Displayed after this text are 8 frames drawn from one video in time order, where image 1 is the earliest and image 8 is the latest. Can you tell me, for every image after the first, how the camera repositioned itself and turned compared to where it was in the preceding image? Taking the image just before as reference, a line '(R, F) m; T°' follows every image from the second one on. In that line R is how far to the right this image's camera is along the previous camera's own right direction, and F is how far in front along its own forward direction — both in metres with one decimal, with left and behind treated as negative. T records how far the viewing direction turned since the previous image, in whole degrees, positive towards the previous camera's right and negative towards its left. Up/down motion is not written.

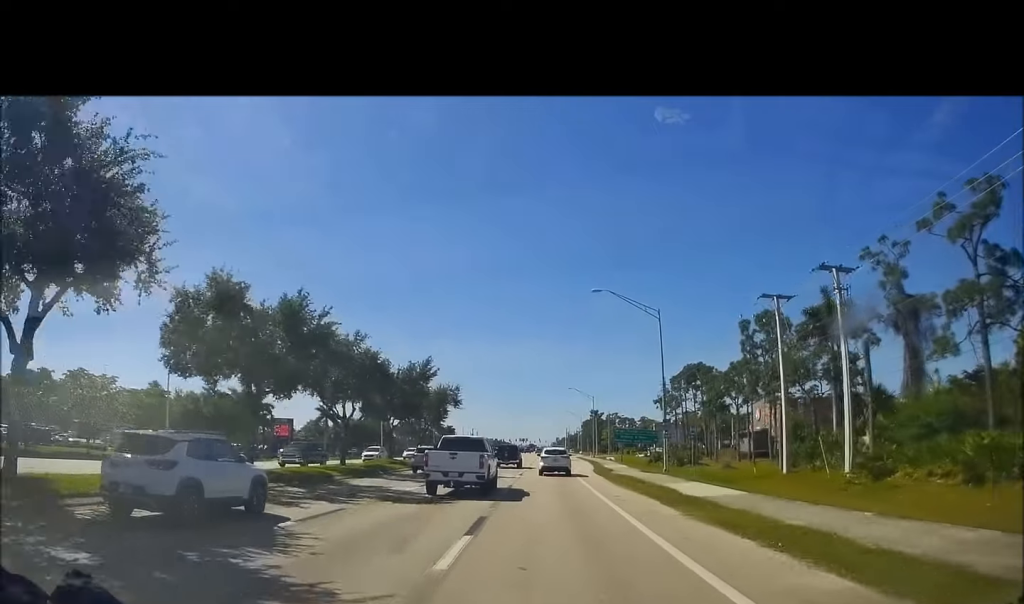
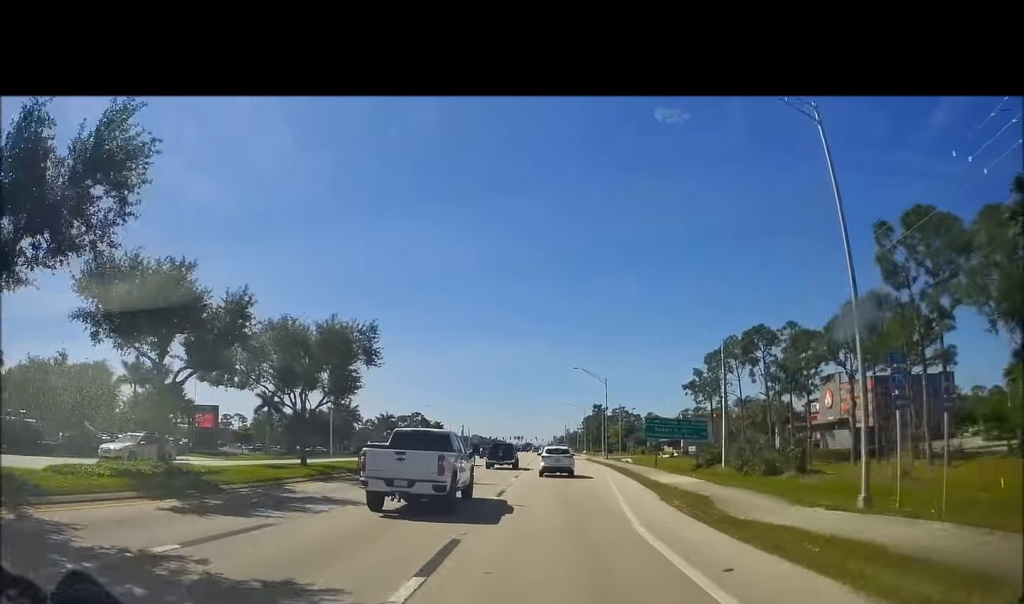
(-0.5, +29.0) m; -1°
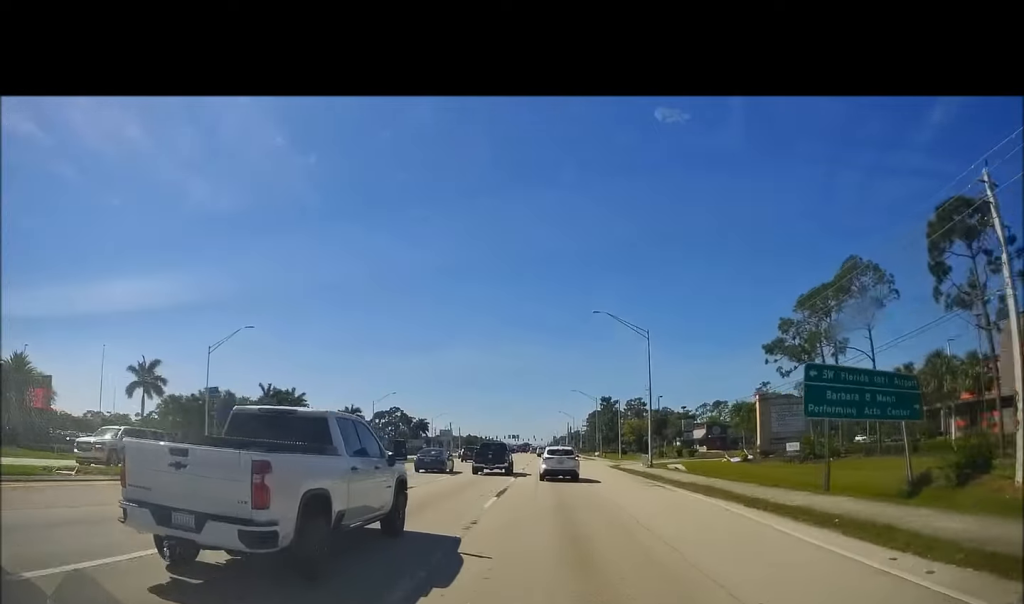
(+0.8, +36.8) m; 0°
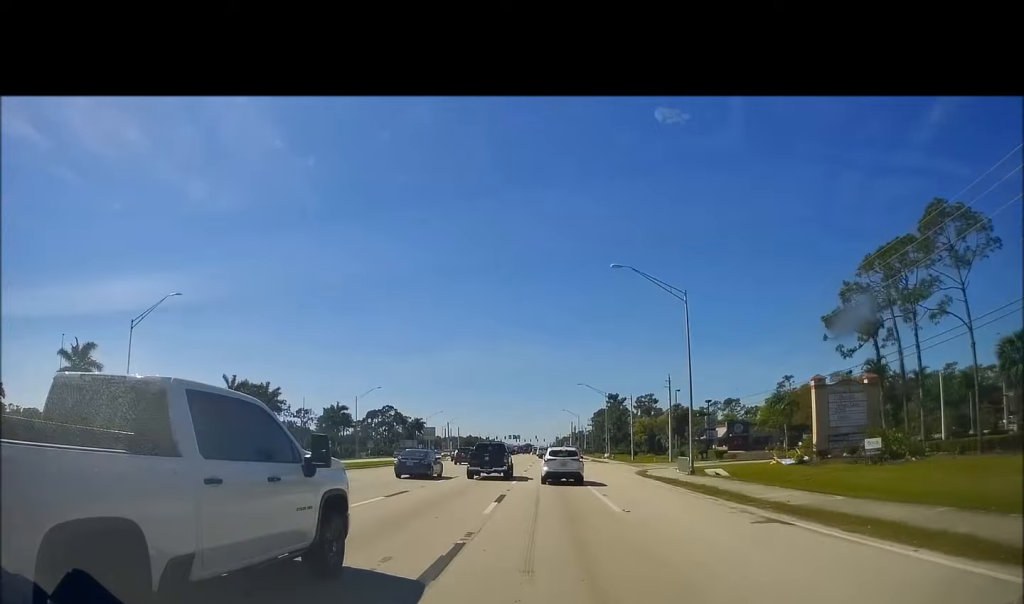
(-0.1, +12.8) m; 0°
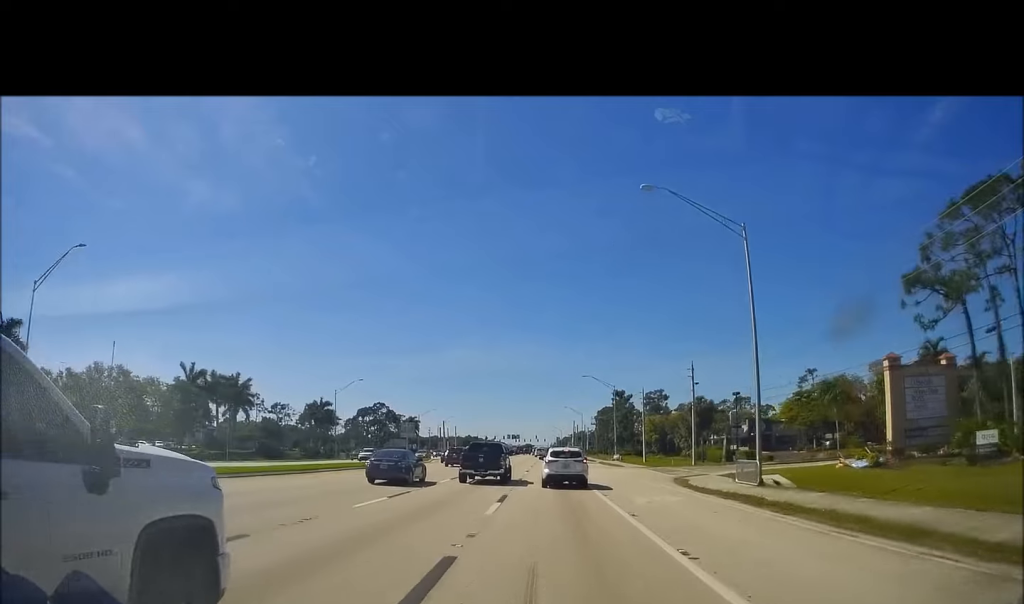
(-0.3, +11.5) m; 0°
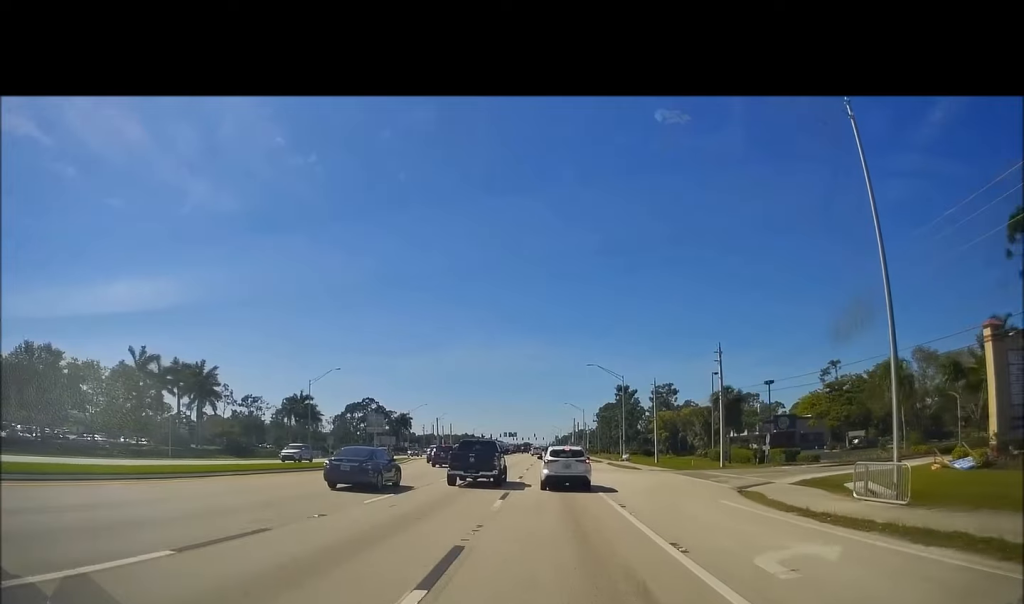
(+0.2, +11.1) m; 0°
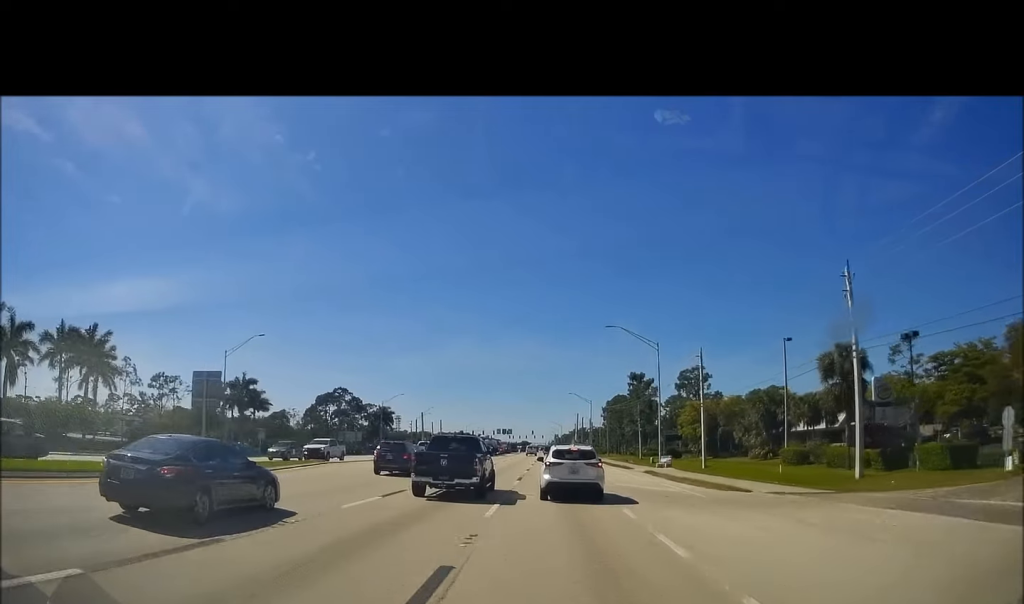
(-0.1, +27.5) m; 0°
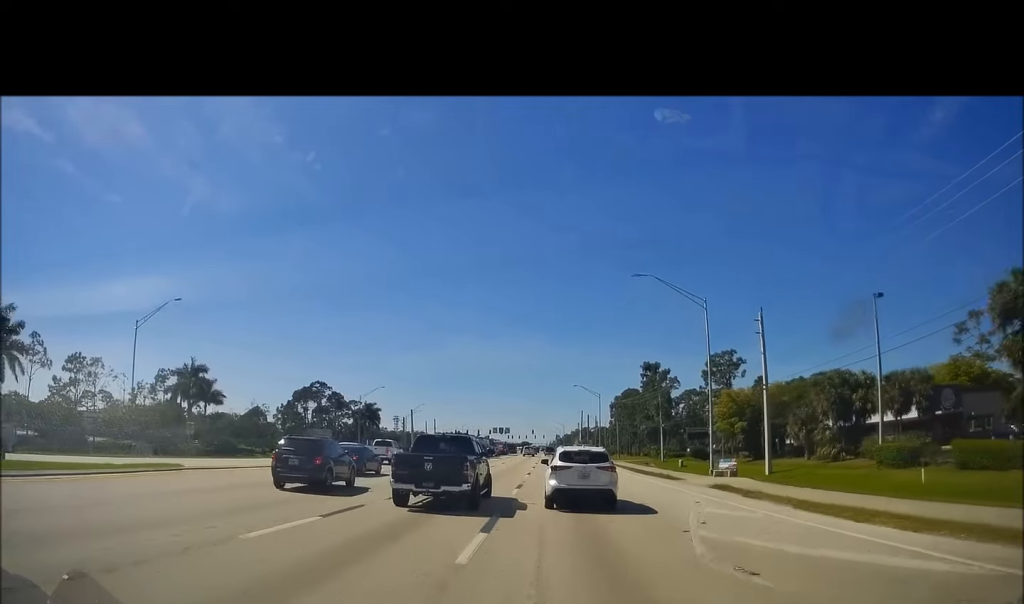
(+0.2, +20.1) m; 0°
